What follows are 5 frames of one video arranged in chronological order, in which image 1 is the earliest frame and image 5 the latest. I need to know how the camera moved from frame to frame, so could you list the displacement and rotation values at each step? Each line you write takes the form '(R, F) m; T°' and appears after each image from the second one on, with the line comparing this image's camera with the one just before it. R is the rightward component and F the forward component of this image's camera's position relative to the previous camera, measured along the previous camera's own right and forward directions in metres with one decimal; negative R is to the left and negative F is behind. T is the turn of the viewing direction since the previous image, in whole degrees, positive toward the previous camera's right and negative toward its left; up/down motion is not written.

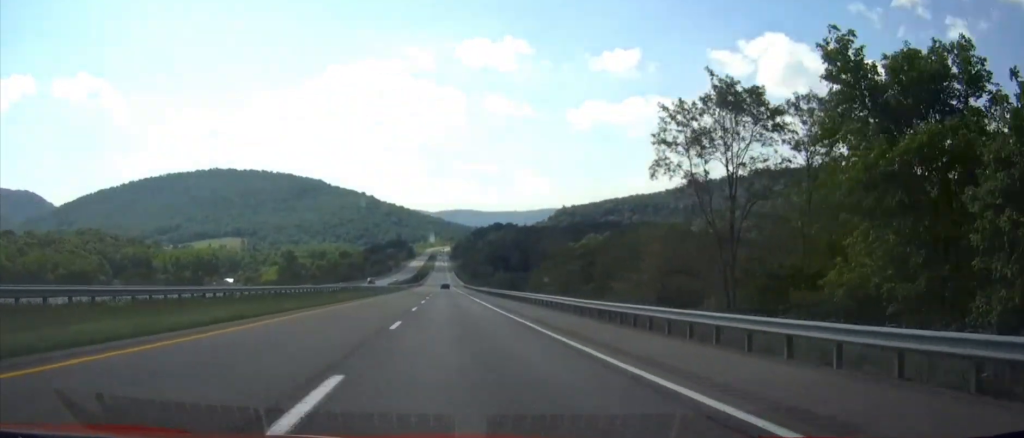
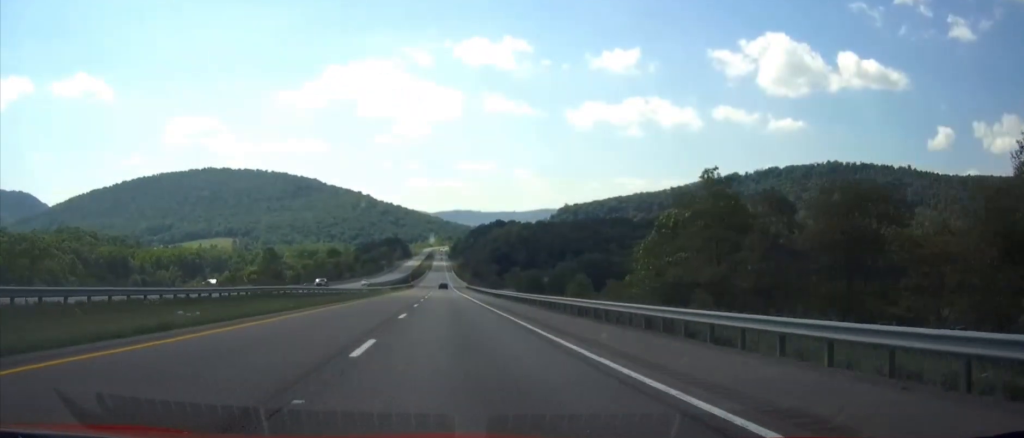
(+0.1, +43.5) m; 0°
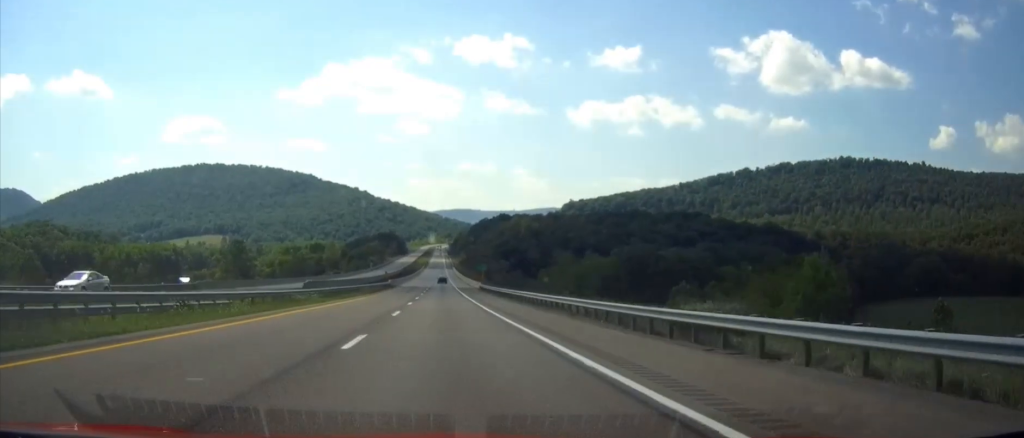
(+0.1, +60.0) m; 0°
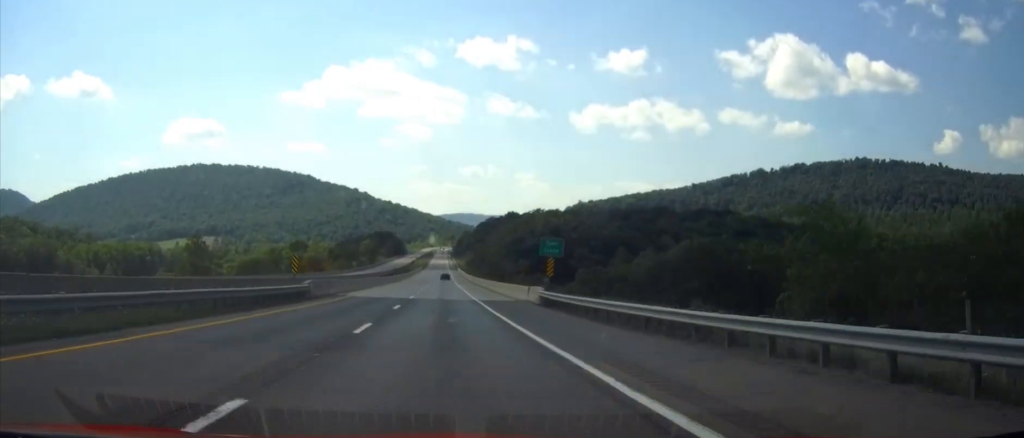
(0.0, +57.8) m; 0°
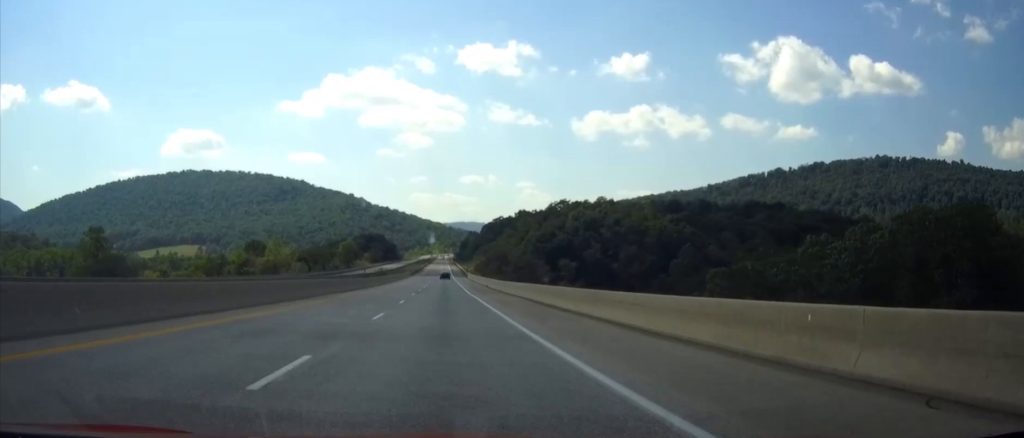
(-0.3, +82.7) m; 0°
